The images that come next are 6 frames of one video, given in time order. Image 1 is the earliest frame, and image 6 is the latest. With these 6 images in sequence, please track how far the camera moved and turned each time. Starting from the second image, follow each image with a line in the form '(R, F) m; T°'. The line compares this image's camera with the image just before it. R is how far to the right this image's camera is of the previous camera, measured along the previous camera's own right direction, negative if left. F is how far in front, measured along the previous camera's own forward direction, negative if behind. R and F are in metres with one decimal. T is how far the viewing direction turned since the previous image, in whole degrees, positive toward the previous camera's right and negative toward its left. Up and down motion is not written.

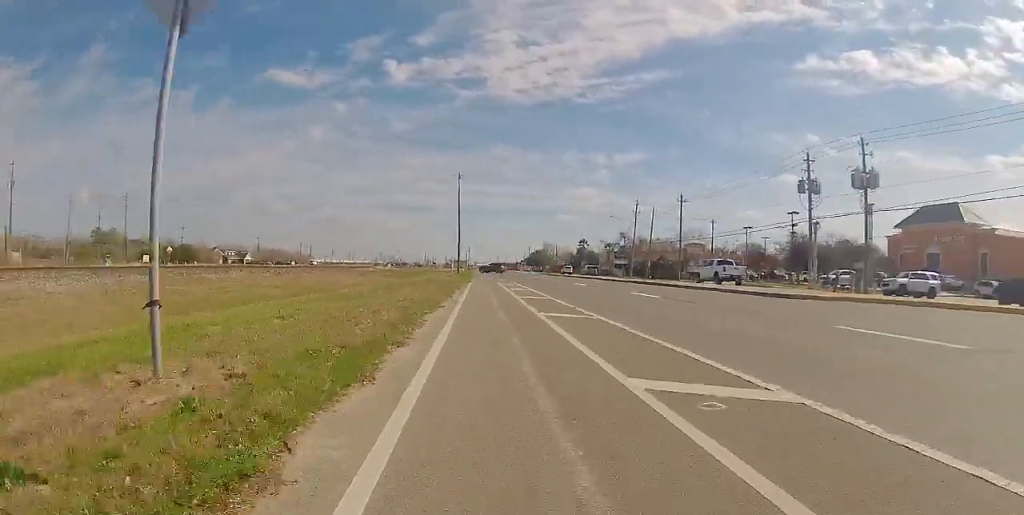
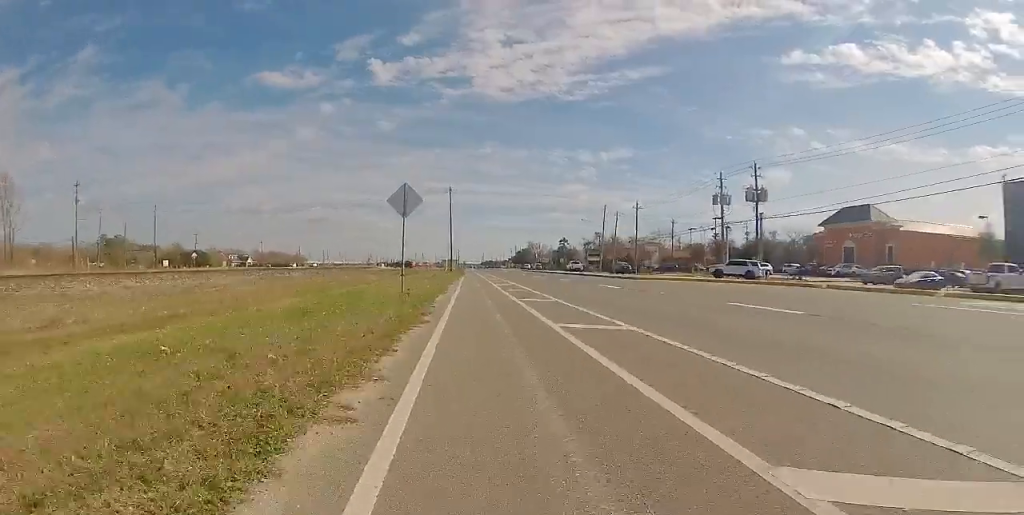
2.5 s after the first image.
(+0.6, +15.8) m; +3°
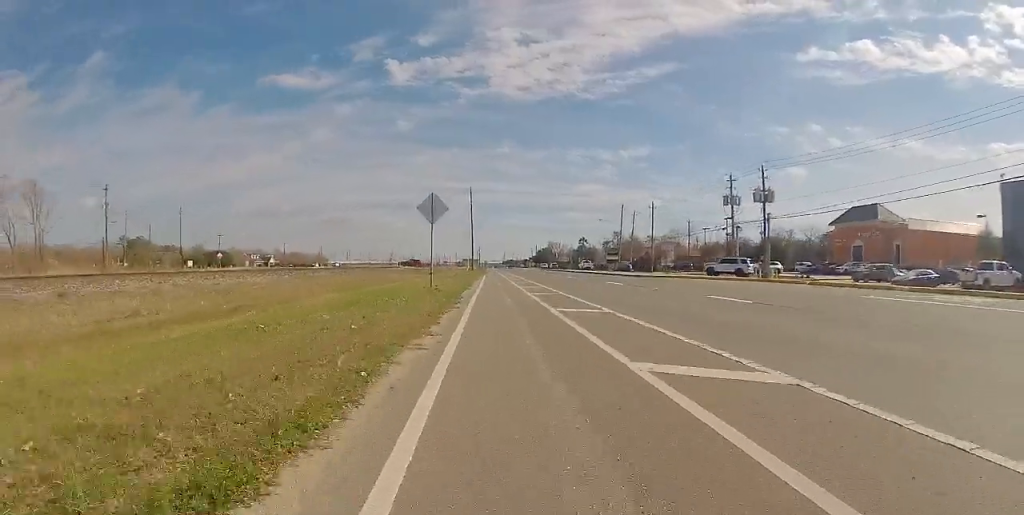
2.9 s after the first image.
(+0.1, +2.7) m; 0°
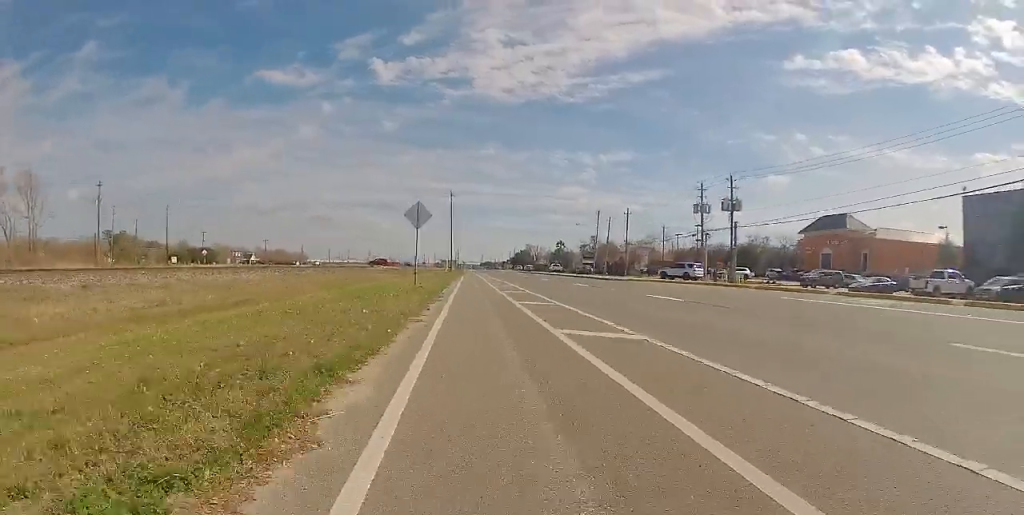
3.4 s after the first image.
(+0.1, +2.9) m; 0°
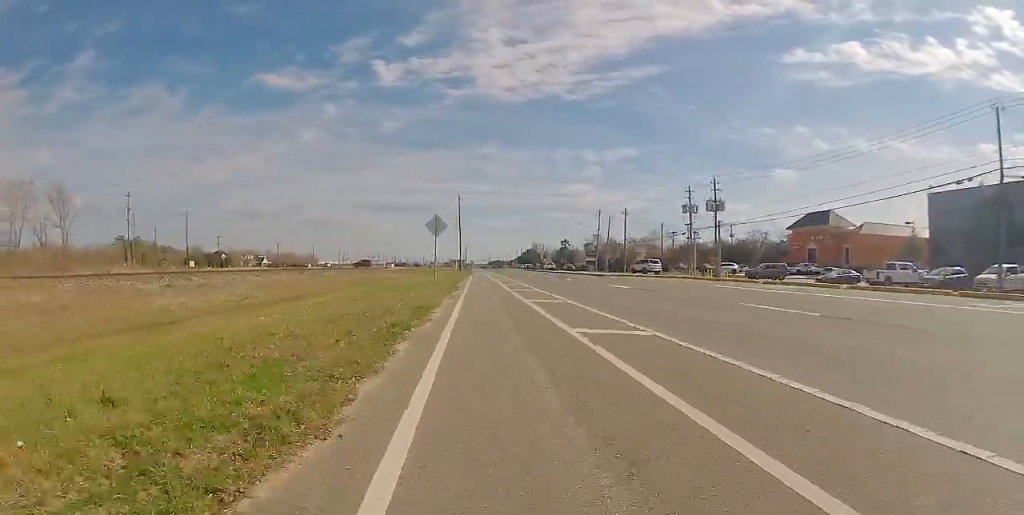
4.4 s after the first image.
(-0.3, +6.3) m; -3°
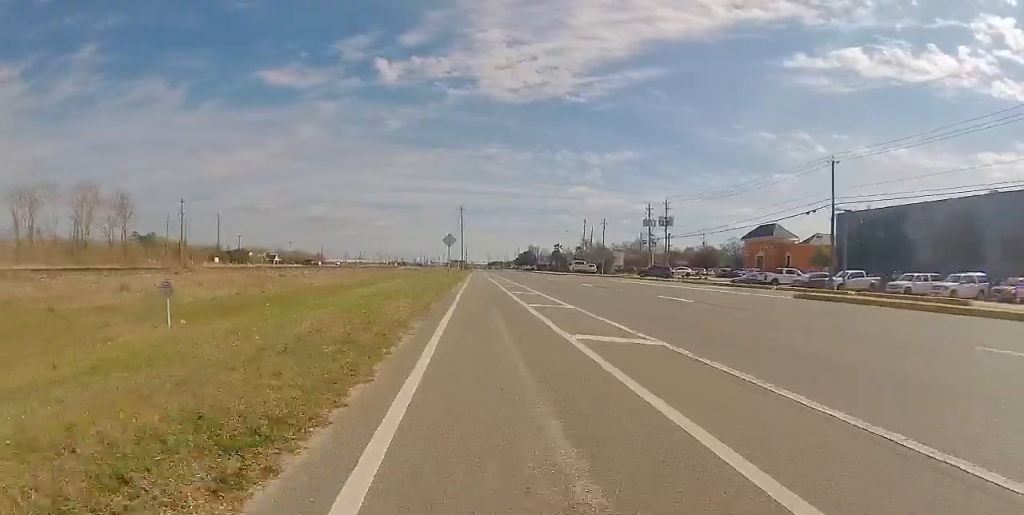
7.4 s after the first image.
(+0.6, +17.4) m; 0°
